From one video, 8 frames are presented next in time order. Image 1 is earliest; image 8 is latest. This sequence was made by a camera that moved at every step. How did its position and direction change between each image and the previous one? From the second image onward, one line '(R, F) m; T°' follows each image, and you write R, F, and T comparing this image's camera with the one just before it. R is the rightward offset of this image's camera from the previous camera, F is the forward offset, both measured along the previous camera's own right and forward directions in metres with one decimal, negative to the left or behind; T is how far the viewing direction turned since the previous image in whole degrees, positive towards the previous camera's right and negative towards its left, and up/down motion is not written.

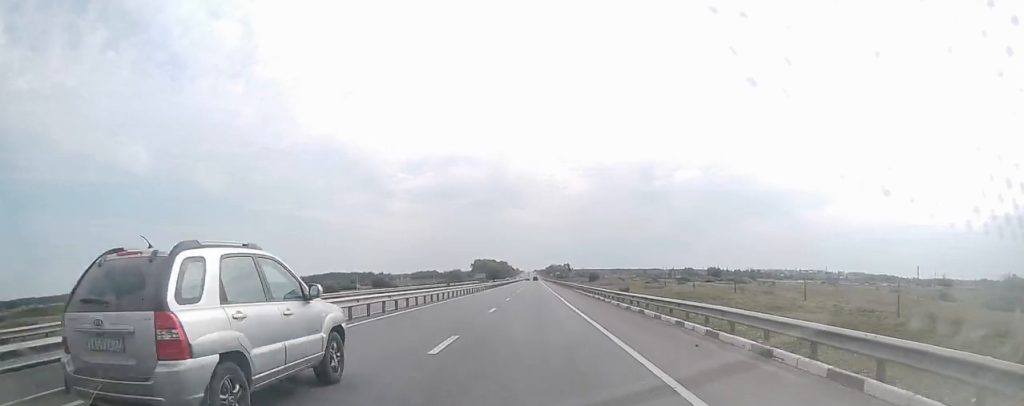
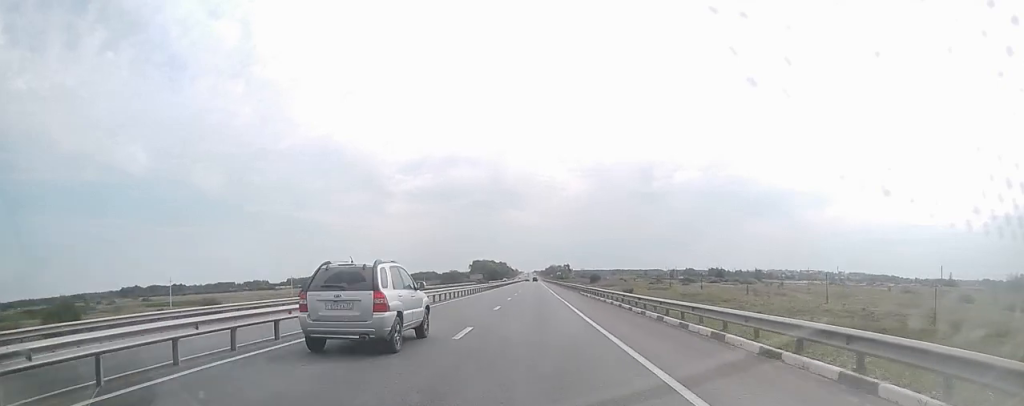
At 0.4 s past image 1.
(-0.1, +9.4) m; -1°
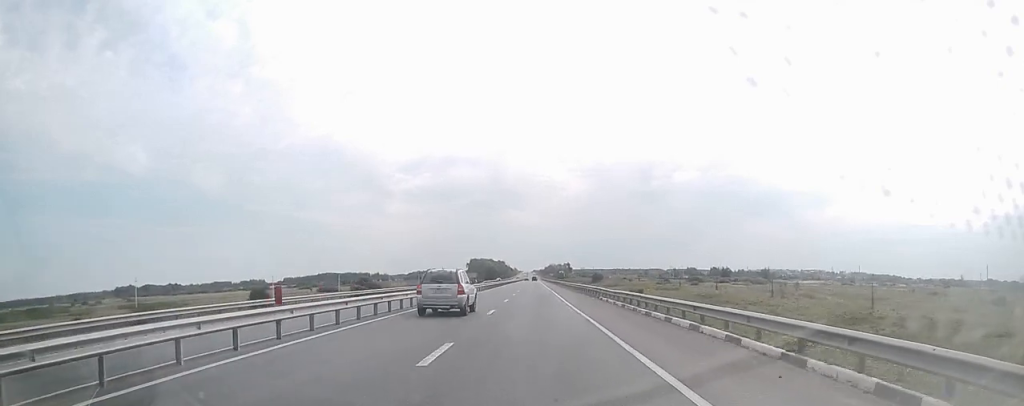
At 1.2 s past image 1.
(-0.1, +15.9) m; 0°
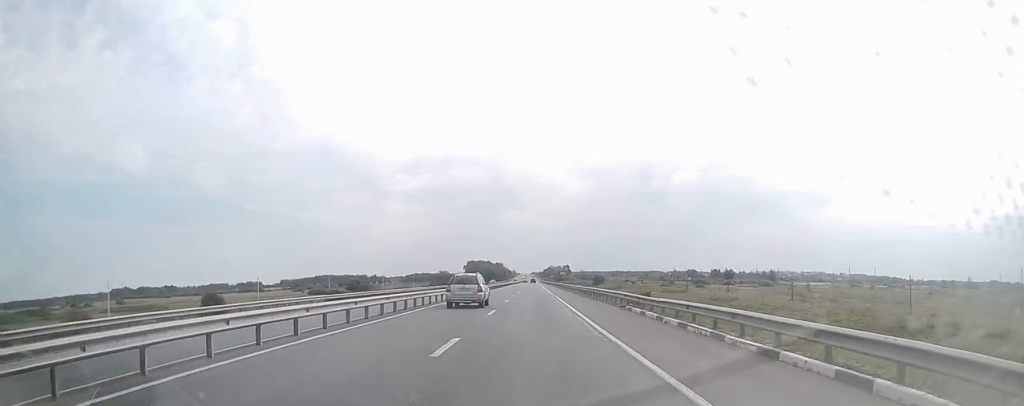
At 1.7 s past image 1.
(-0.1, +10.9) m; +1°
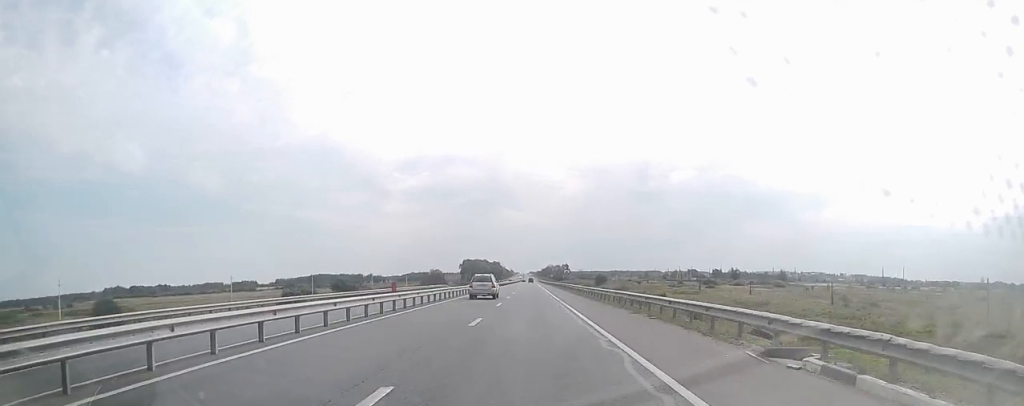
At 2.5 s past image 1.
(+0.3, +17.7) m; 0°
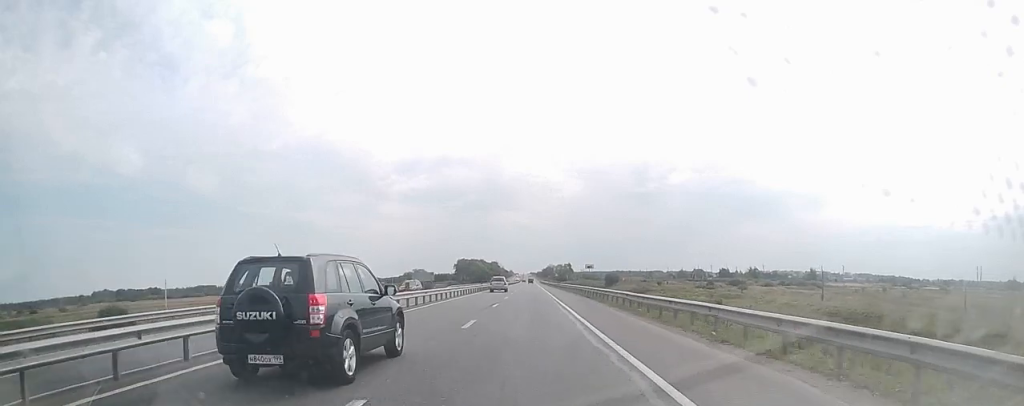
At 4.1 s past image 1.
(-0.3, +36.6) m; 0°
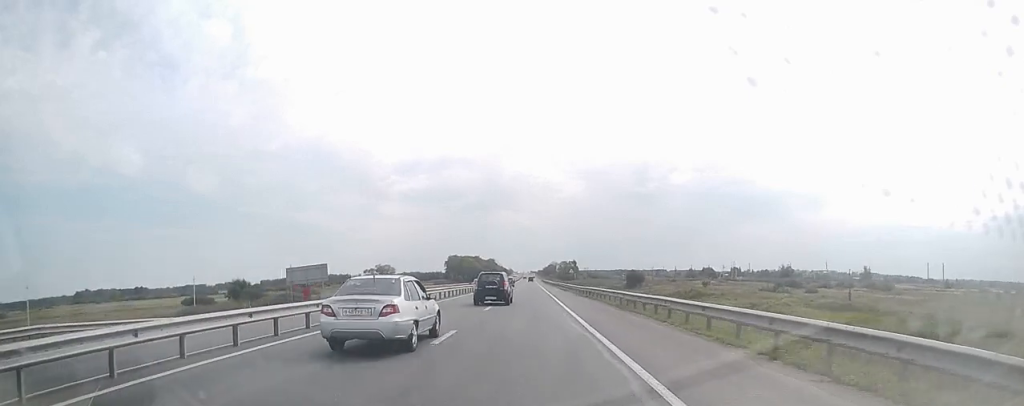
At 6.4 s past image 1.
(+0.8, +51.8) m; +1°
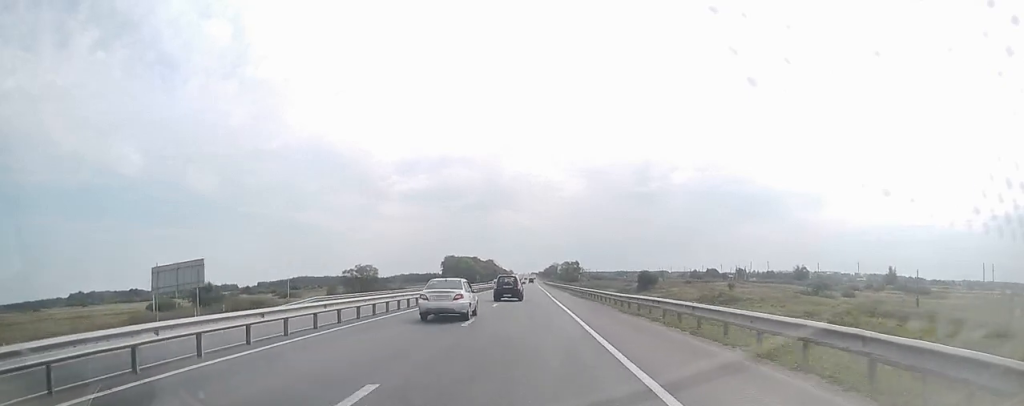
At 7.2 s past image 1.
(0.0, +19.4) m; 0°
